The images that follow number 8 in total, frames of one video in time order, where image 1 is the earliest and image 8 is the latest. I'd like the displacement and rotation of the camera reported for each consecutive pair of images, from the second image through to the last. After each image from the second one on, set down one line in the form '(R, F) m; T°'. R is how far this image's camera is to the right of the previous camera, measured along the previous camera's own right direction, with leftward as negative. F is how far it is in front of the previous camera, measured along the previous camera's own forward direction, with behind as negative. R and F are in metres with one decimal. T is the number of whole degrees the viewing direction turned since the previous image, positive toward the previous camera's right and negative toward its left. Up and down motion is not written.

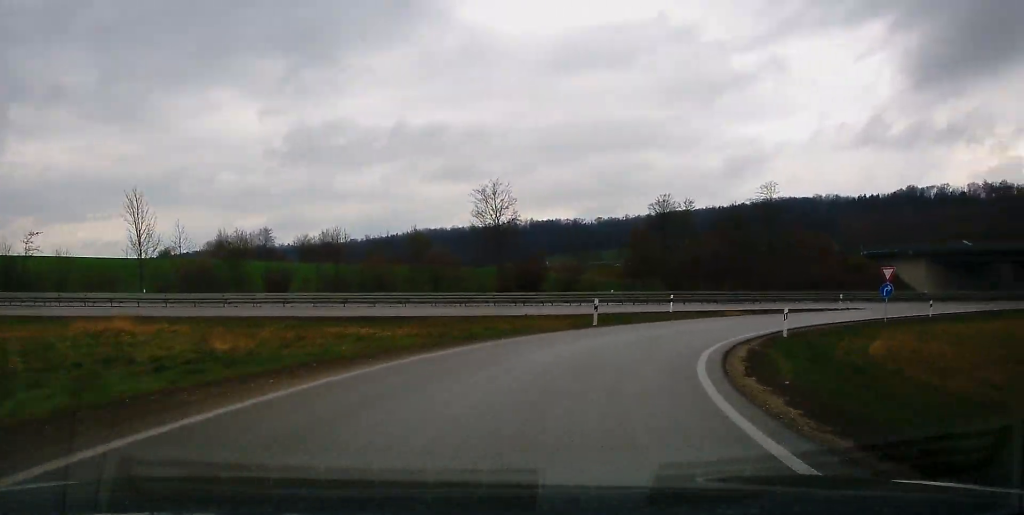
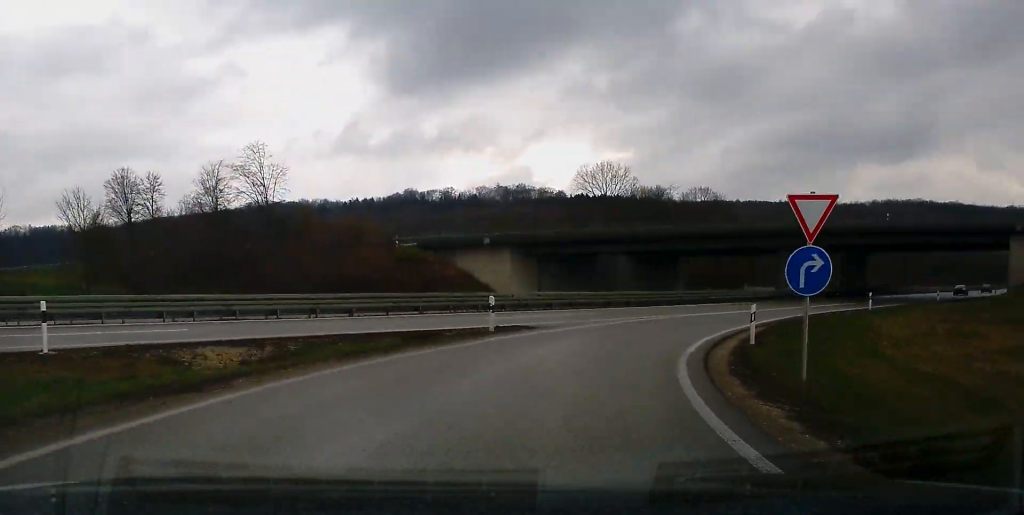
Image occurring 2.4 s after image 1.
(+9.8, +29.1) m; +37°
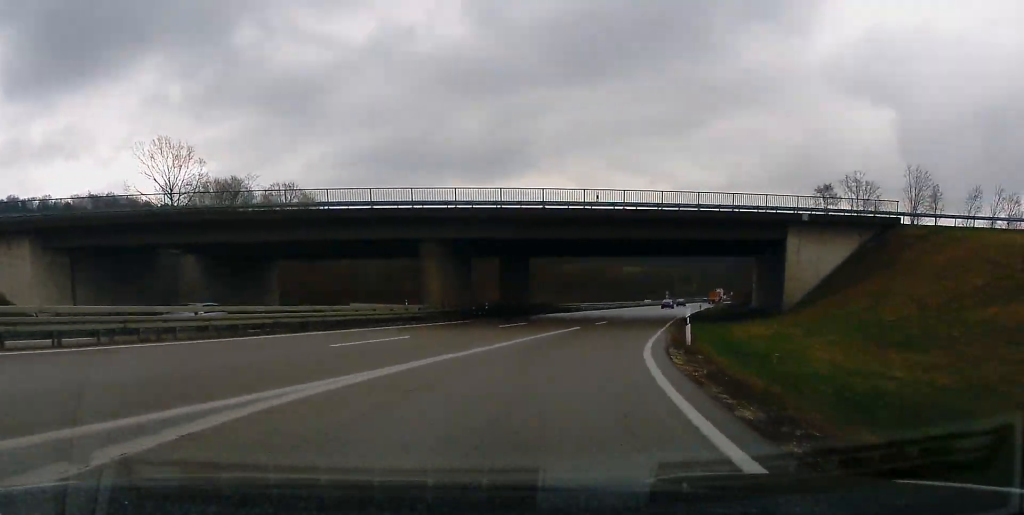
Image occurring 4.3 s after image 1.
(+7.0, +26.6) m; +21°
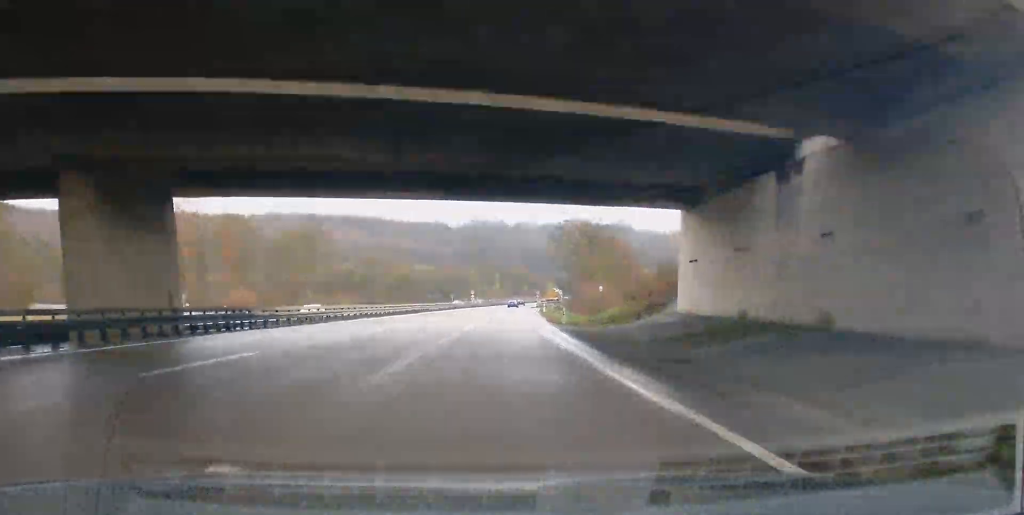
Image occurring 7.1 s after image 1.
(+9.4, +46.4) m; +18°
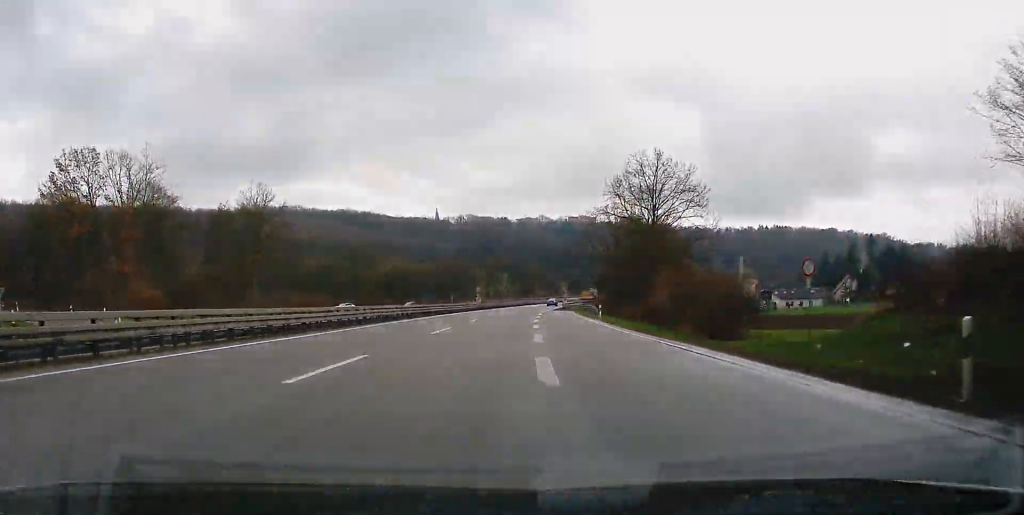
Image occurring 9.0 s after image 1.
(+1.6, +37.9) m; +2°
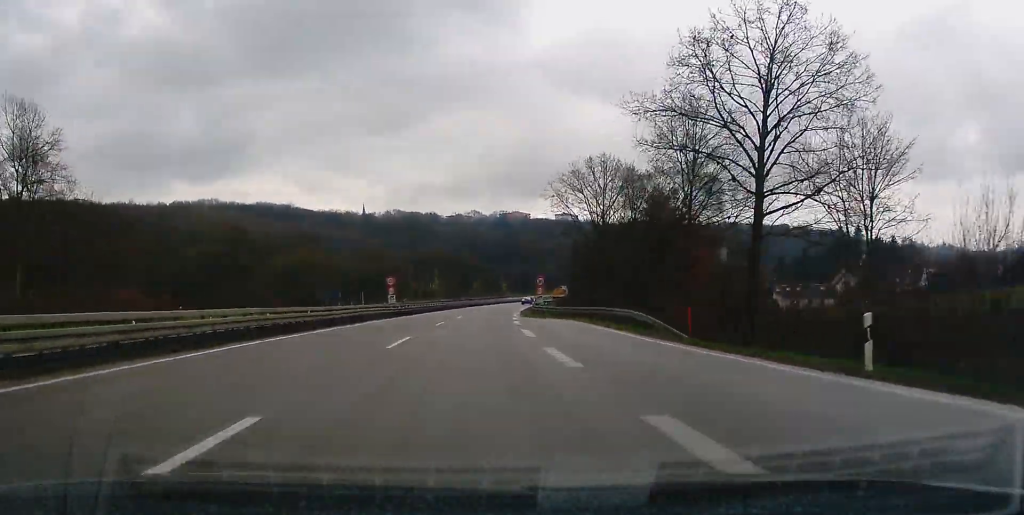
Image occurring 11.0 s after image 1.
(+0.5, +45.5) m; +2°
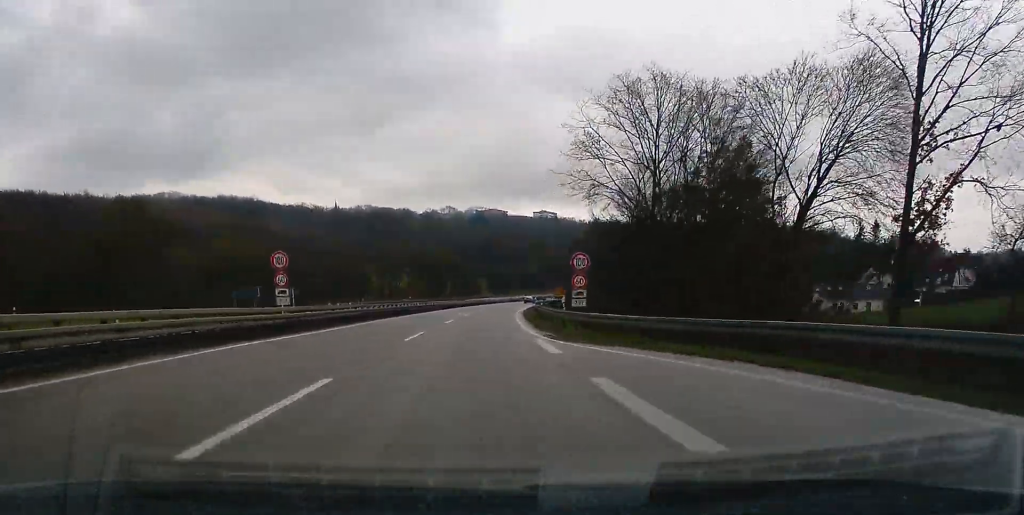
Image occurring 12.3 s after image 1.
(+0.3, +30.7) m; +2°
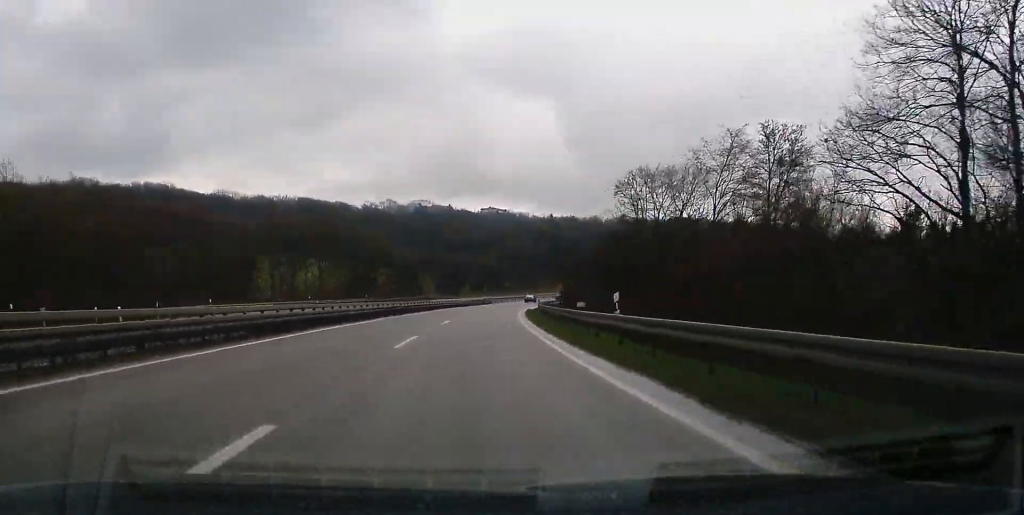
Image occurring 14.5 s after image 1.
(+1.8, +56.0) m; +4°
